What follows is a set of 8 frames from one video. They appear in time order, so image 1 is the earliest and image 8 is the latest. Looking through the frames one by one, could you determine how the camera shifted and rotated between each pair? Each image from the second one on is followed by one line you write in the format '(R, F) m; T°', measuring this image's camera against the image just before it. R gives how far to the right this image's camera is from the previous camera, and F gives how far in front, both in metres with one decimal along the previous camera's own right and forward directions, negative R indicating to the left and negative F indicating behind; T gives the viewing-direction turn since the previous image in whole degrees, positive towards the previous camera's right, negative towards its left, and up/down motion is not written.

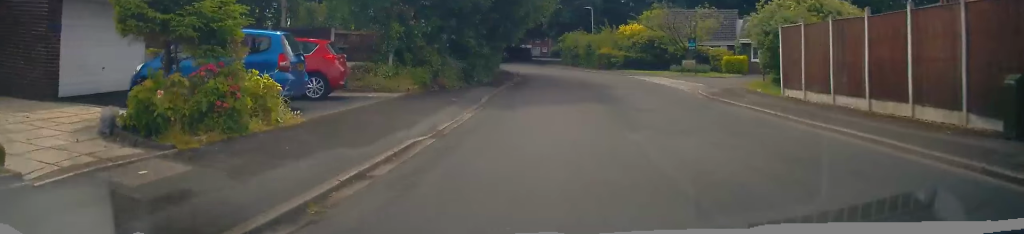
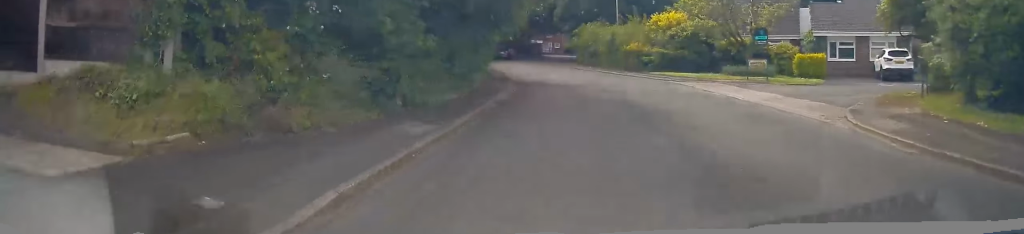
(-0.2, +11.6) m; -3°
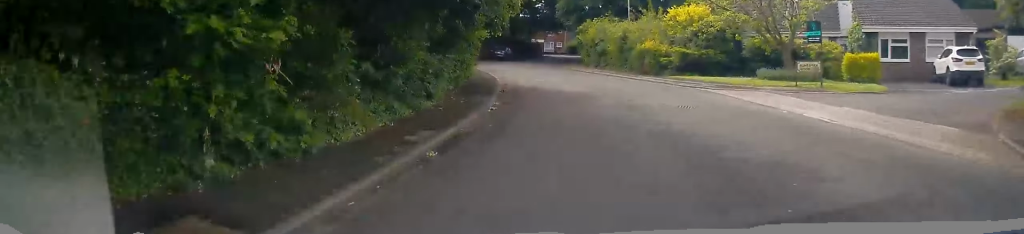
(-0.2, +5.9) m; 0°
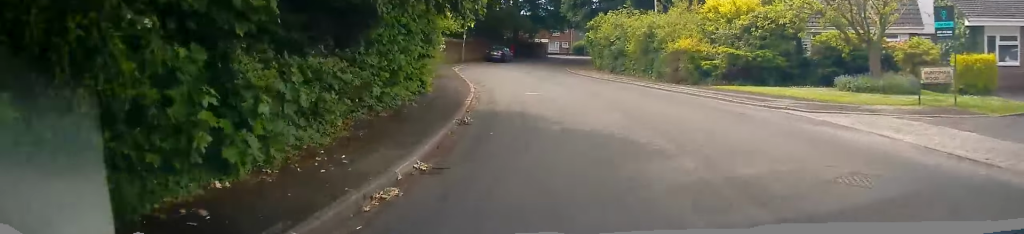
(+0.1, +8.2) m; 0°
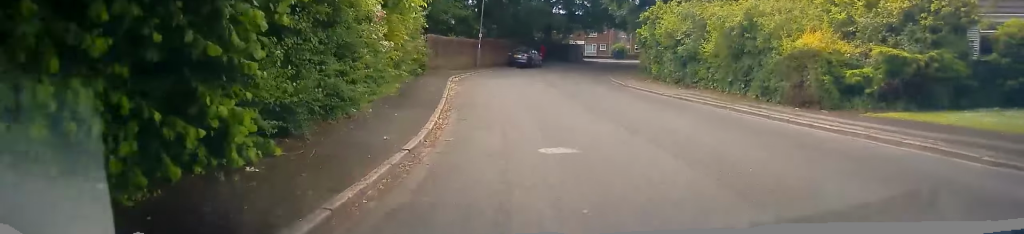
(-0.3, +10.0) m; -3°
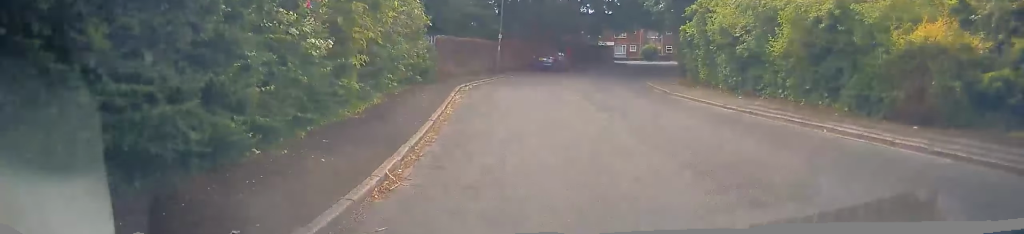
(0.0, +4.3) m; -1°
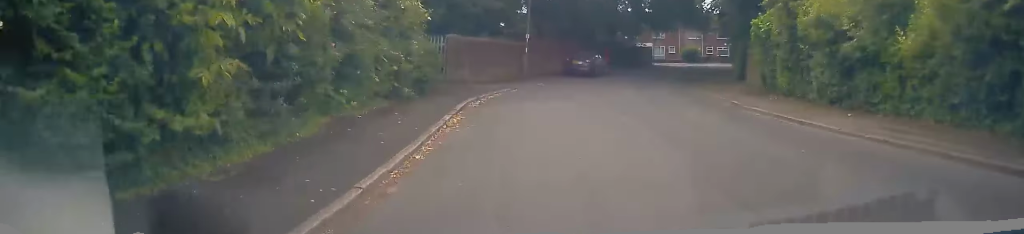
(-0.1, +5.1) m; -2°
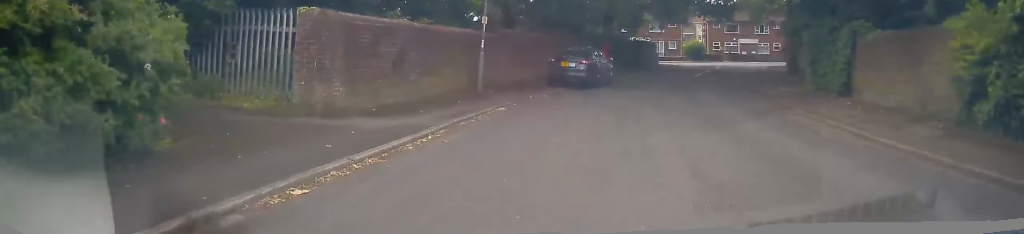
(-0.4, +12.6) m; -4°
